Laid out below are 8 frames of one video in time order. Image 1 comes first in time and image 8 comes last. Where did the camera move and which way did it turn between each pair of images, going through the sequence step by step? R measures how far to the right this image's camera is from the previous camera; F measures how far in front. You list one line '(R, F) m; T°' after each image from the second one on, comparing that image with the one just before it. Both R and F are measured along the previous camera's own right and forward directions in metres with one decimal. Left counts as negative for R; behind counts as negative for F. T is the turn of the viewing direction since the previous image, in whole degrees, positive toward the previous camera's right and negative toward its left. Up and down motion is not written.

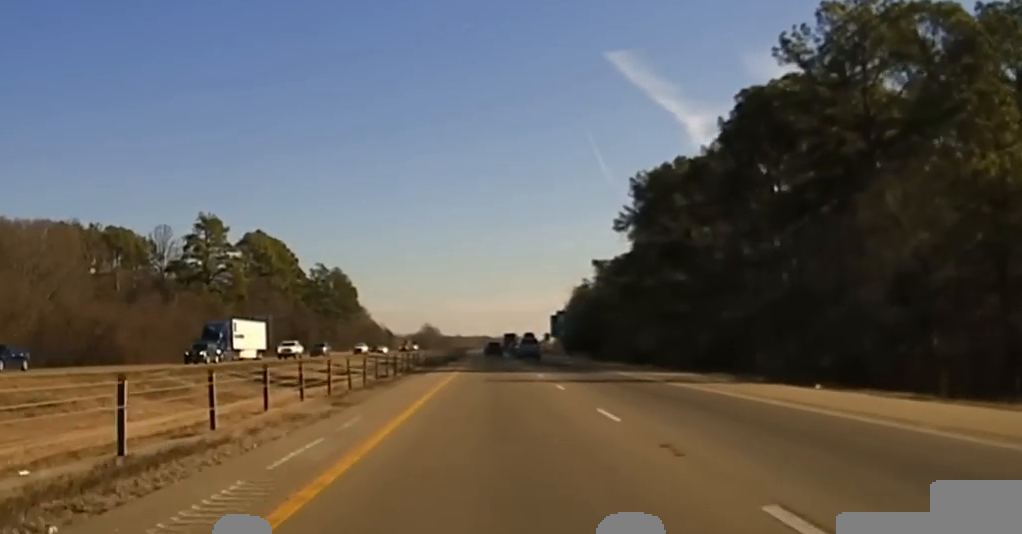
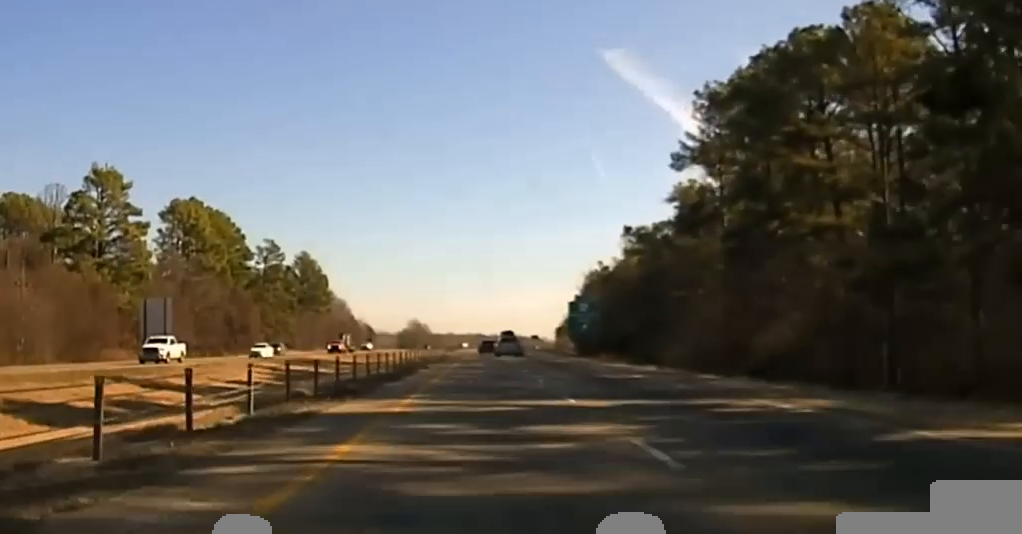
(+0.2, +63.2) m; 0°
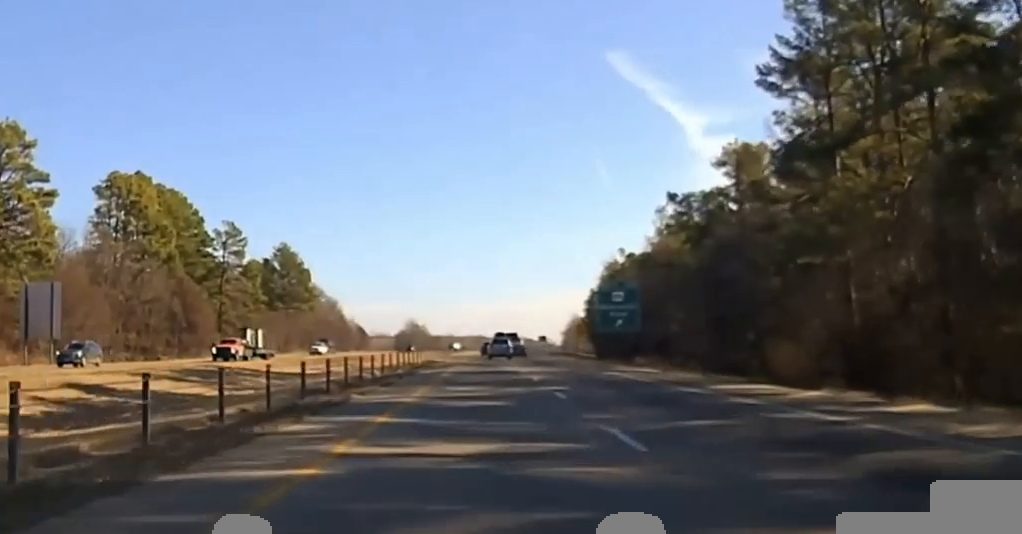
(0.0, +35.5) m; 0°
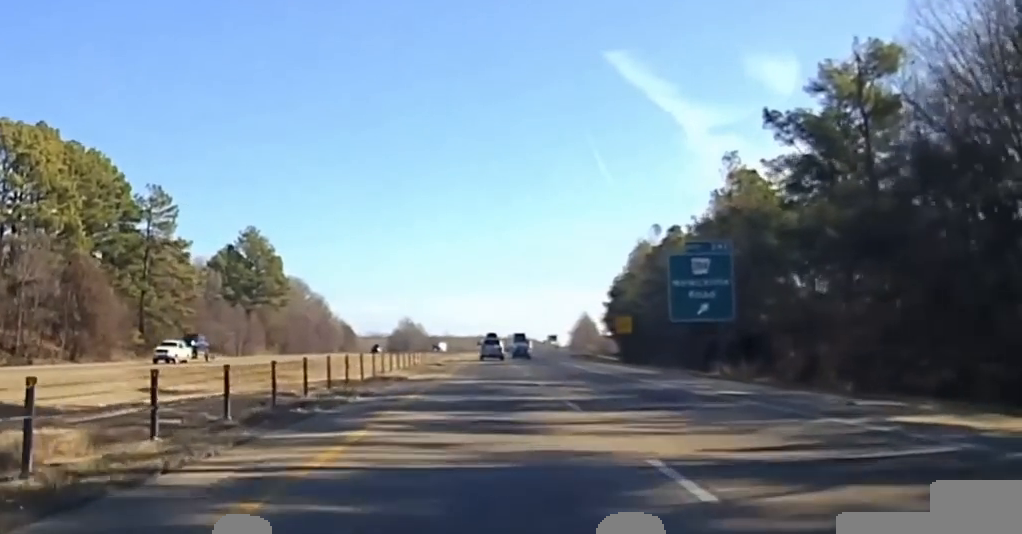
(0.0, +37.9) m; 0°
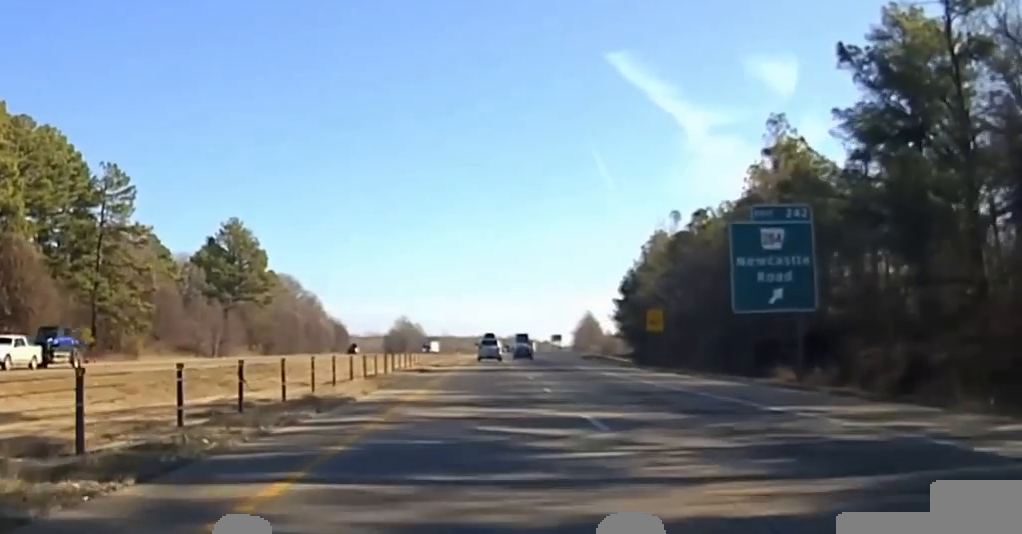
(0.0, +13.7) m; 0°
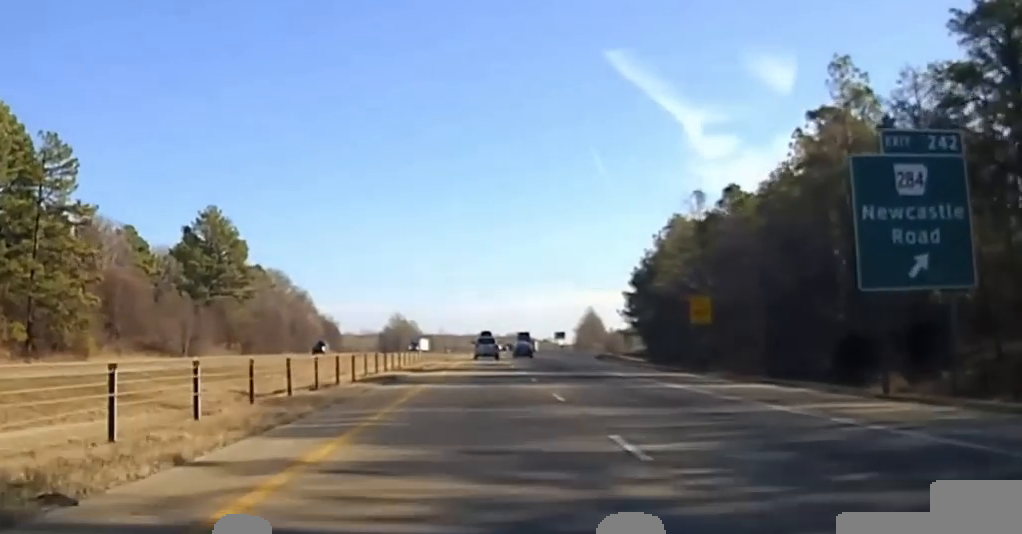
(0.0, +15.4) m; 0°
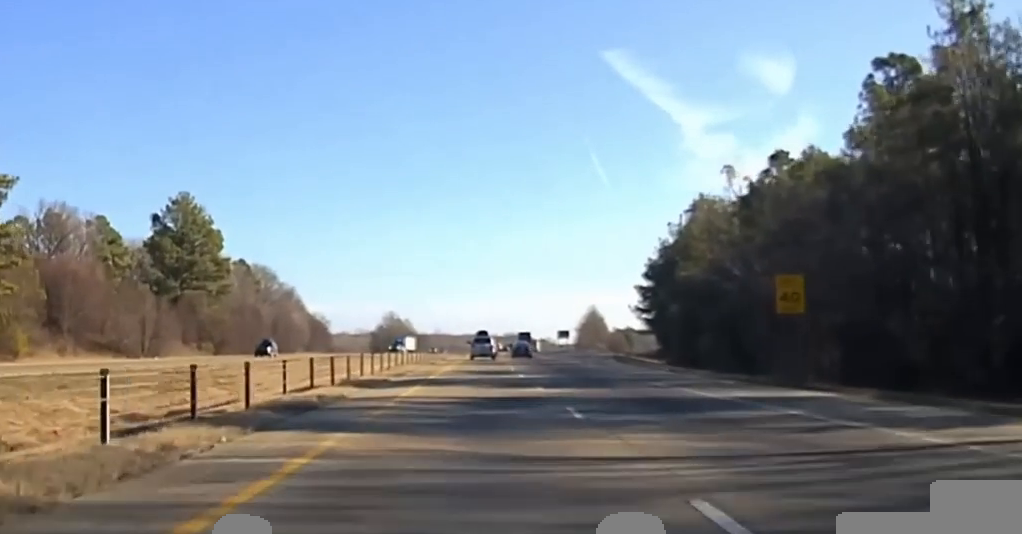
(0.0, +15.4) m; 0°
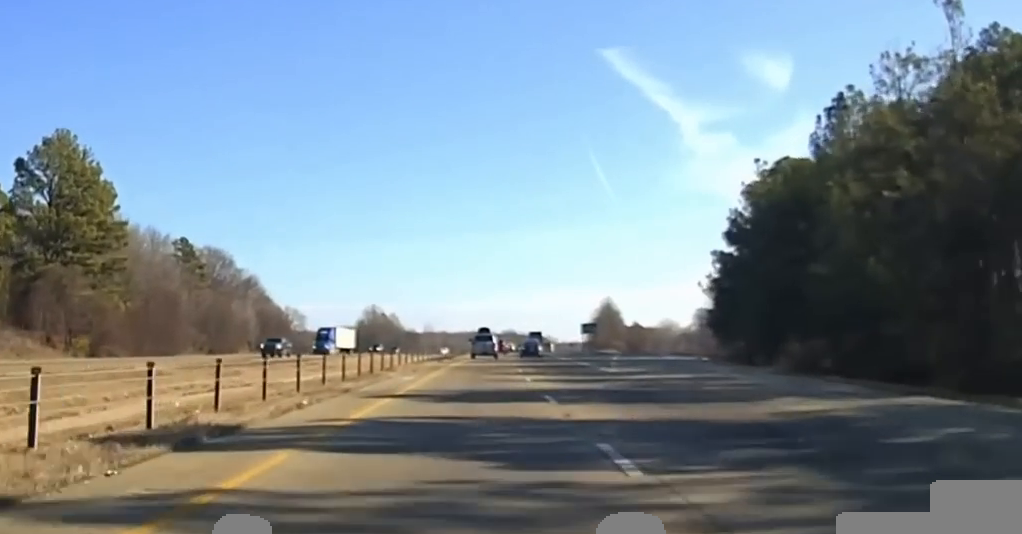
(-0.4, +58.4) m; 0°
